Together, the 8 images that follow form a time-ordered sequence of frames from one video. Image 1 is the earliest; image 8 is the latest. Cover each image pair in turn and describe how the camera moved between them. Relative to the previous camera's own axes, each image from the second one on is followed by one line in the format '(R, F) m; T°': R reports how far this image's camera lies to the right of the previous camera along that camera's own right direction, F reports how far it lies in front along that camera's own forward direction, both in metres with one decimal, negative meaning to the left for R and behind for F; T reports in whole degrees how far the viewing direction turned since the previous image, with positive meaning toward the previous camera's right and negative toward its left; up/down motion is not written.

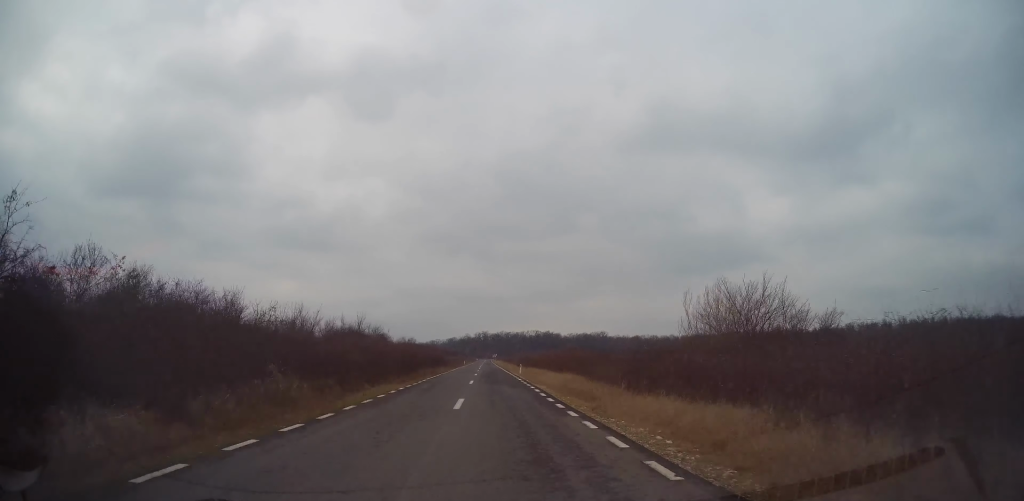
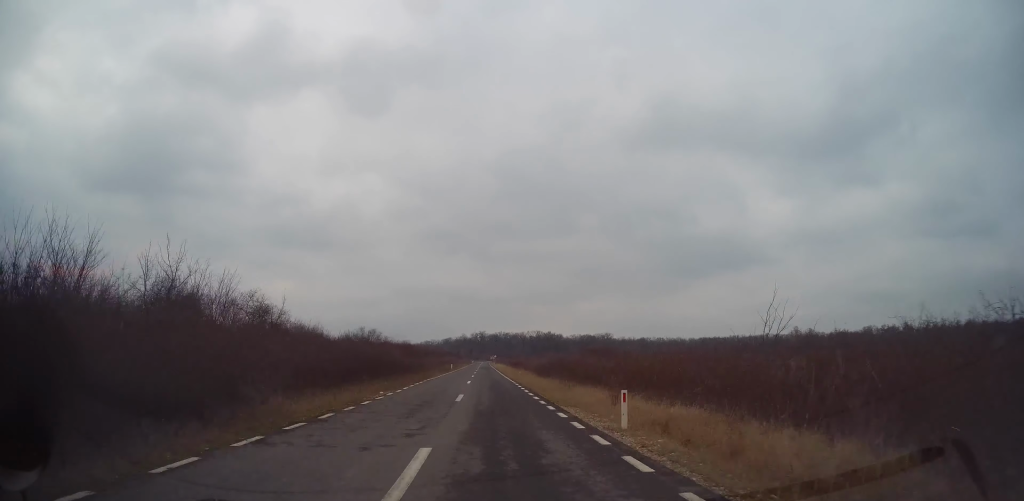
(-0.4, +32.2) m; 0°
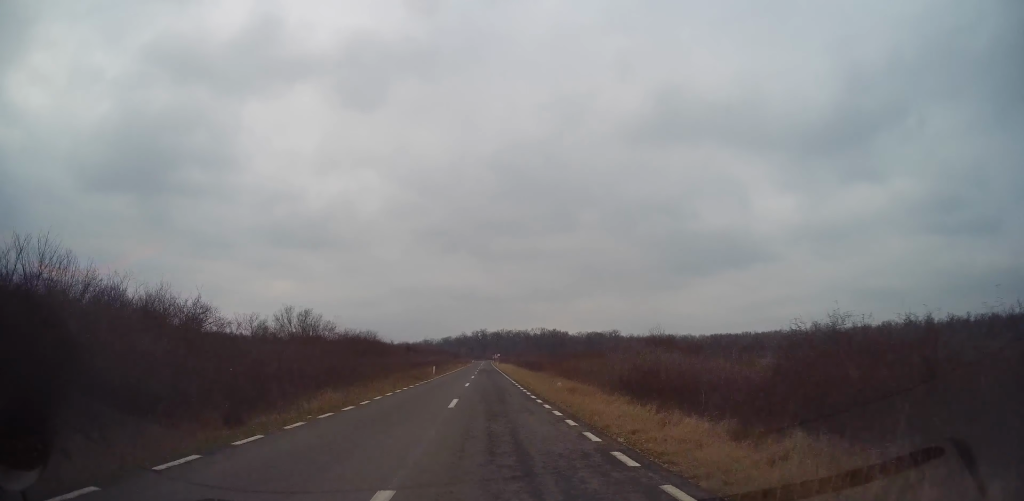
(+0.4, +26.0) m; +1°
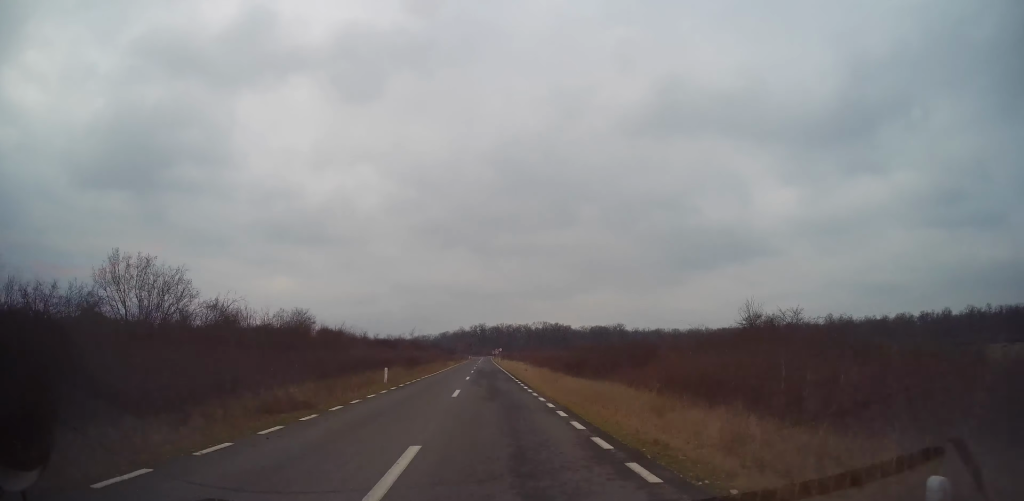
(+0.1, +21.0) m; 0°
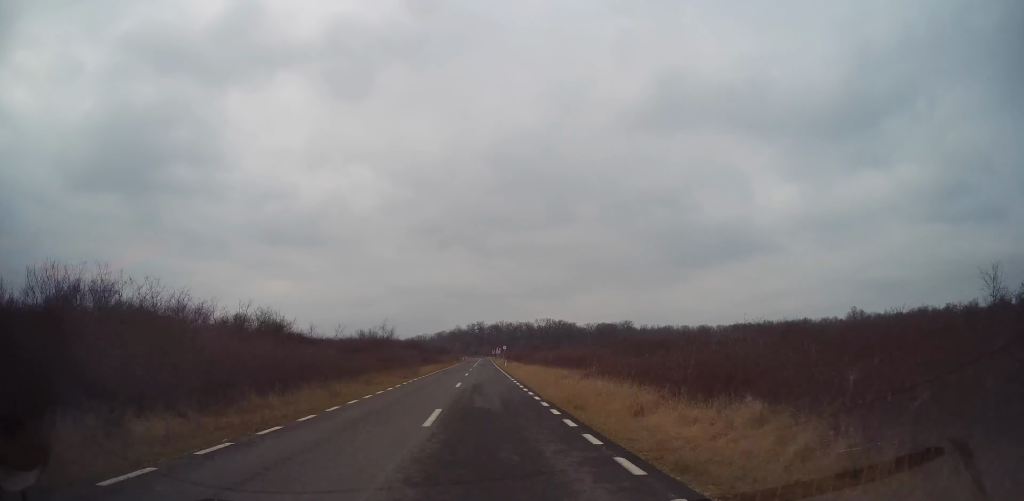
(0.0, +29.6) m; -1°
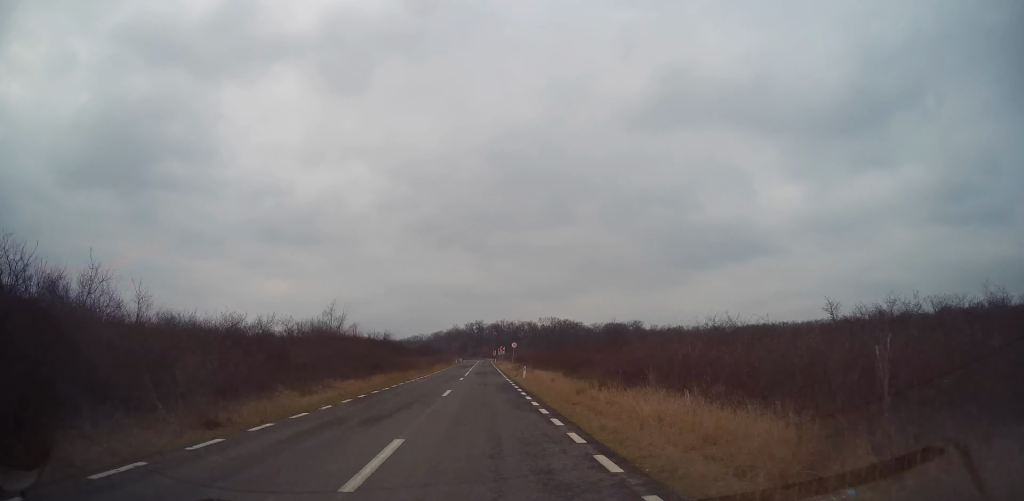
(-0.3, +27.9) m; 0°
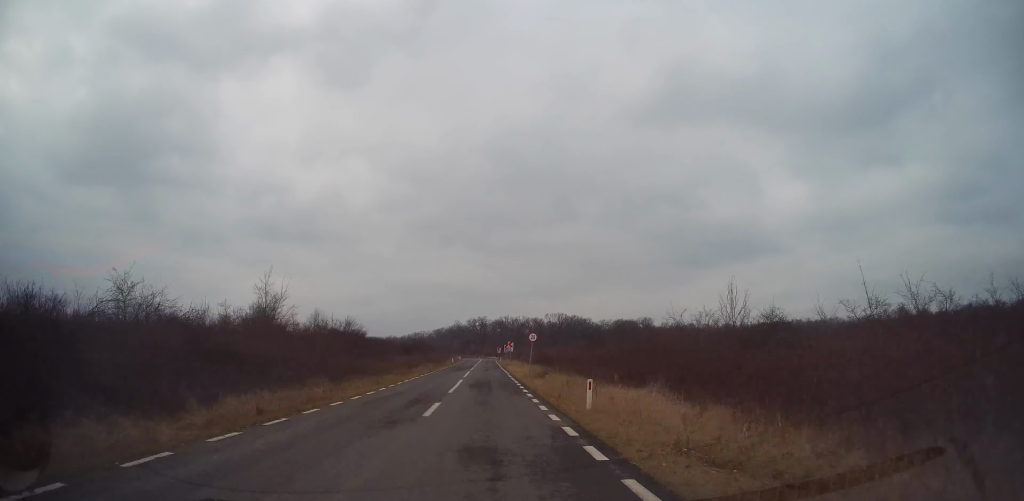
(+0.1, +17.6) m; 0°
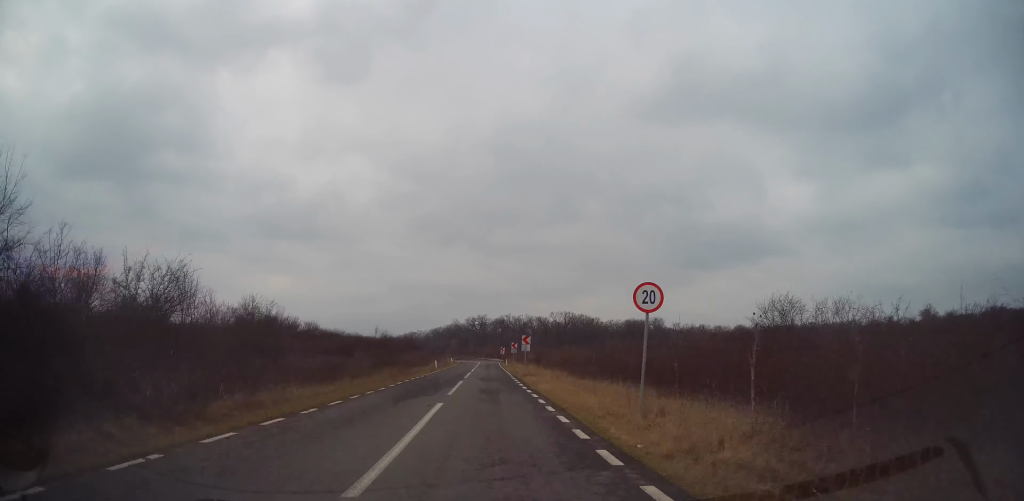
(0.0, +25.0) m; 0°
